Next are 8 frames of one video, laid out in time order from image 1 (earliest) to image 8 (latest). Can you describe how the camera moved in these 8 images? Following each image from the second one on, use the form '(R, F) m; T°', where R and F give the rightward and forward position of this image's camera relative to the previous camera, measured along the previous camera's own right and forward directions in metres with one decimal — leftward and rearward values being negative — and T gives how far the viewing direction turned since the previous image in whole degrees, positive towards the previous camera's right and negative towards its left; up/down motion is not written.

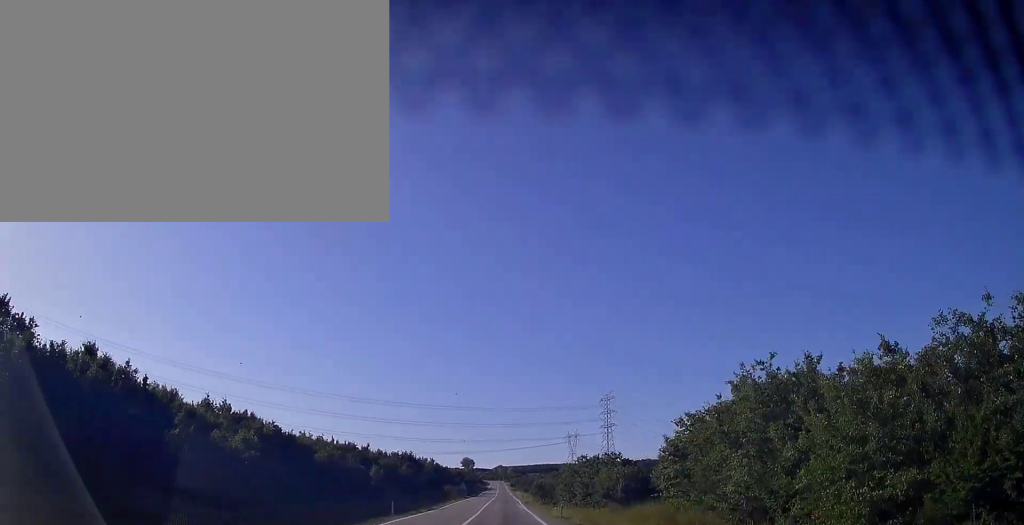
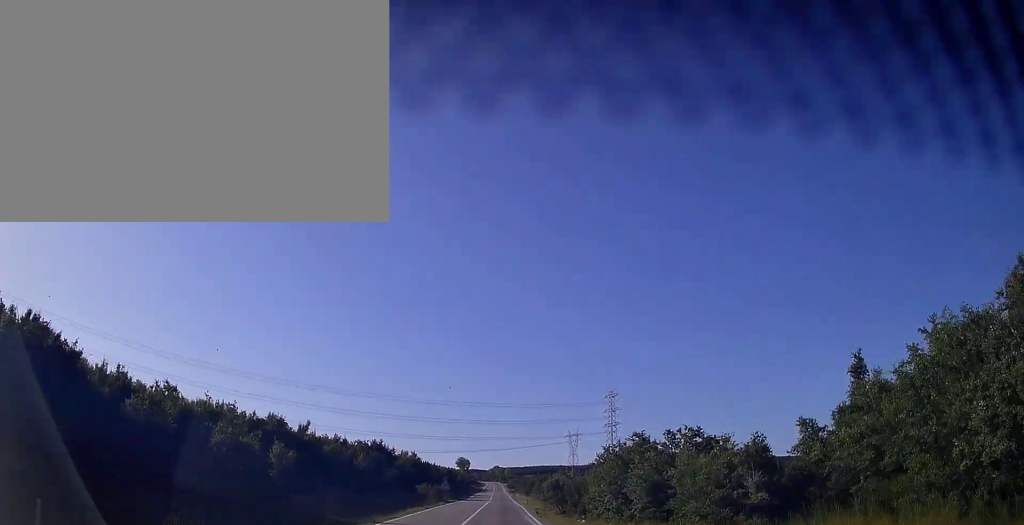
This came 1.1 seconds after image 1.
(+0.4, +24.5) m; +1°
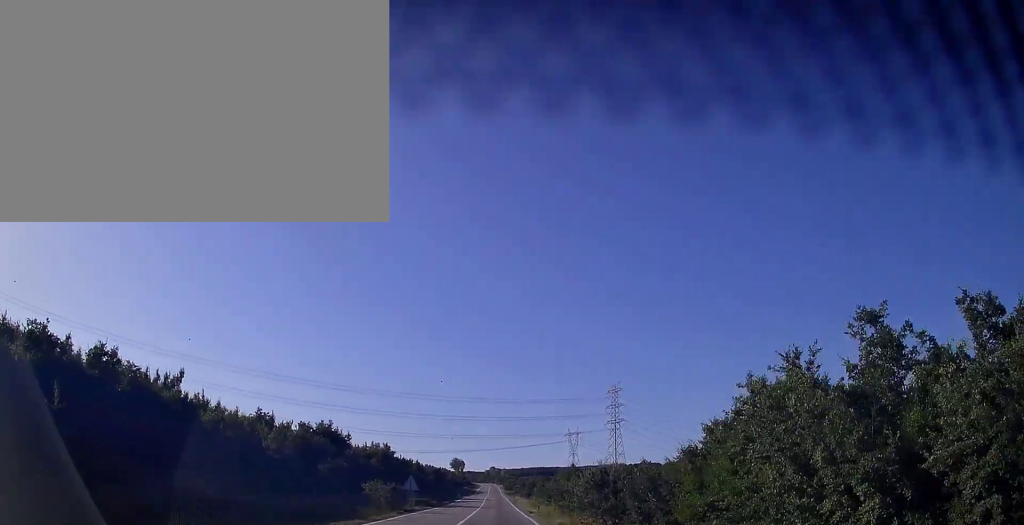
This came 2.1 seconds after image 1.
(+0.2, +23.7) m; 0°
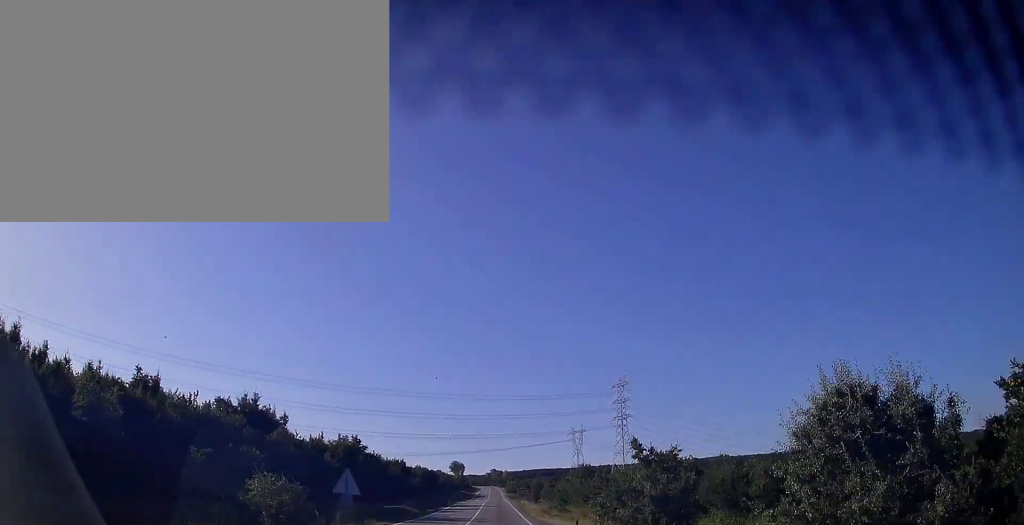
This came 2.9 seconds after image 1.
(0.0, +19.3) m; 0°
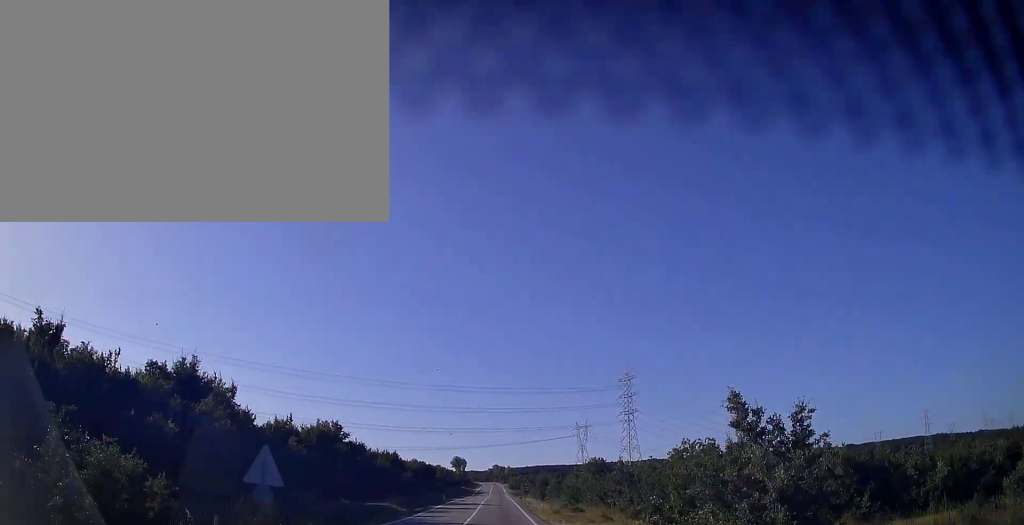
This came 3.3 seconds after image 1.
(0.0, +9.7) m; 0°
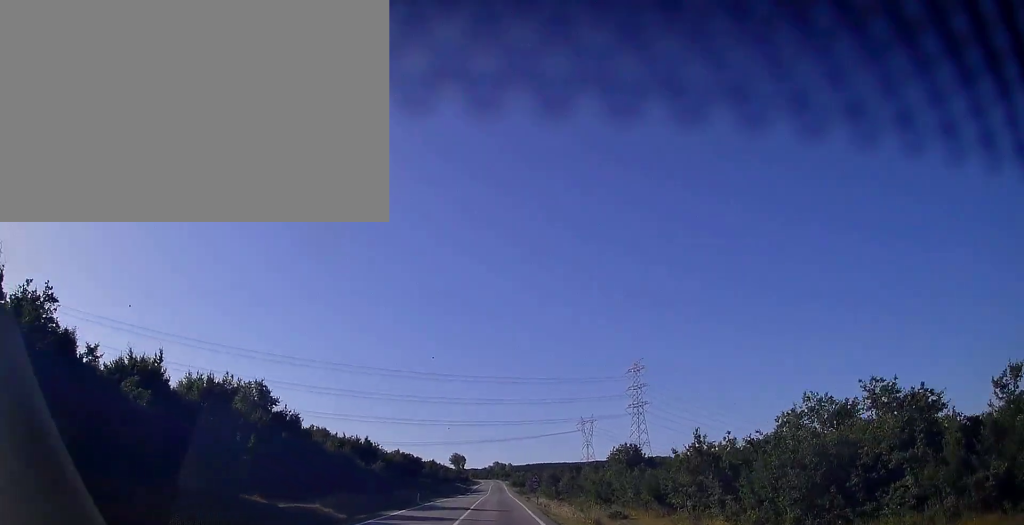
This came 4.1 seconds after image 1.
(0.0, +20.4) m; 0°
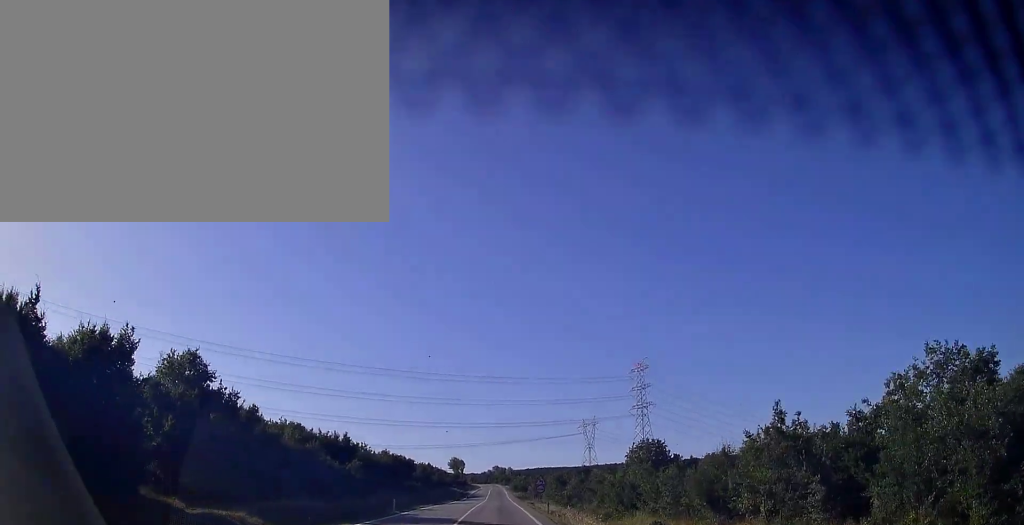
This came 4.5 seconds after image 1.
(0.0, +9.8) m; 0°
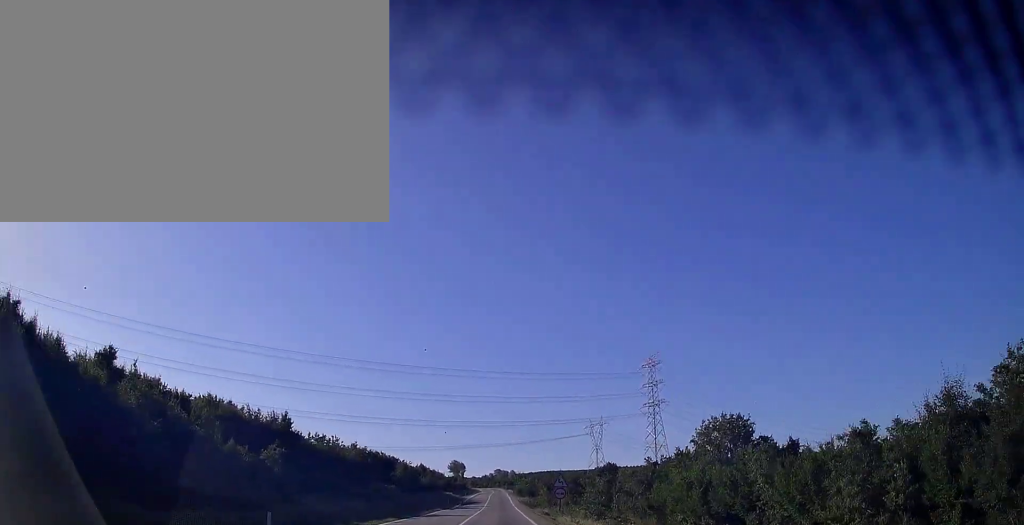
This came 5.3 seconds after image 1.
(0.0, +18.9) m; 0°
